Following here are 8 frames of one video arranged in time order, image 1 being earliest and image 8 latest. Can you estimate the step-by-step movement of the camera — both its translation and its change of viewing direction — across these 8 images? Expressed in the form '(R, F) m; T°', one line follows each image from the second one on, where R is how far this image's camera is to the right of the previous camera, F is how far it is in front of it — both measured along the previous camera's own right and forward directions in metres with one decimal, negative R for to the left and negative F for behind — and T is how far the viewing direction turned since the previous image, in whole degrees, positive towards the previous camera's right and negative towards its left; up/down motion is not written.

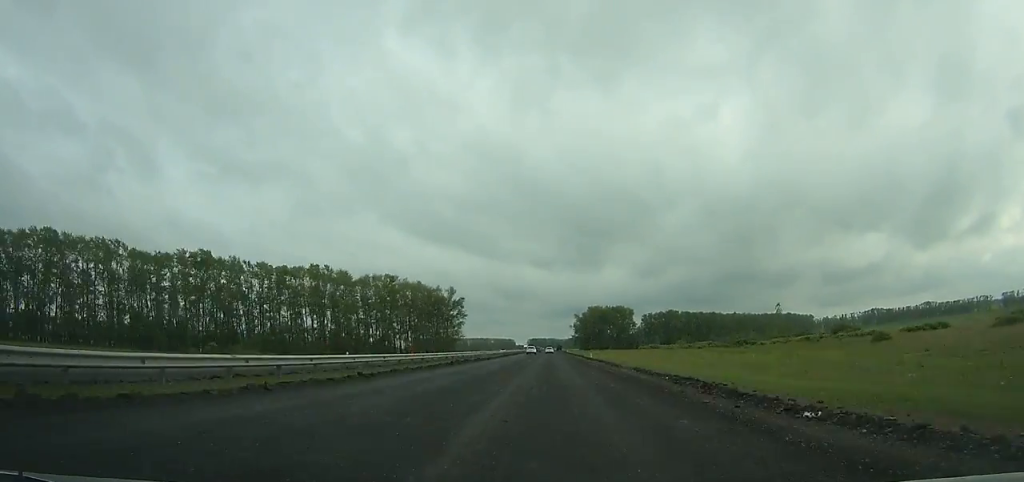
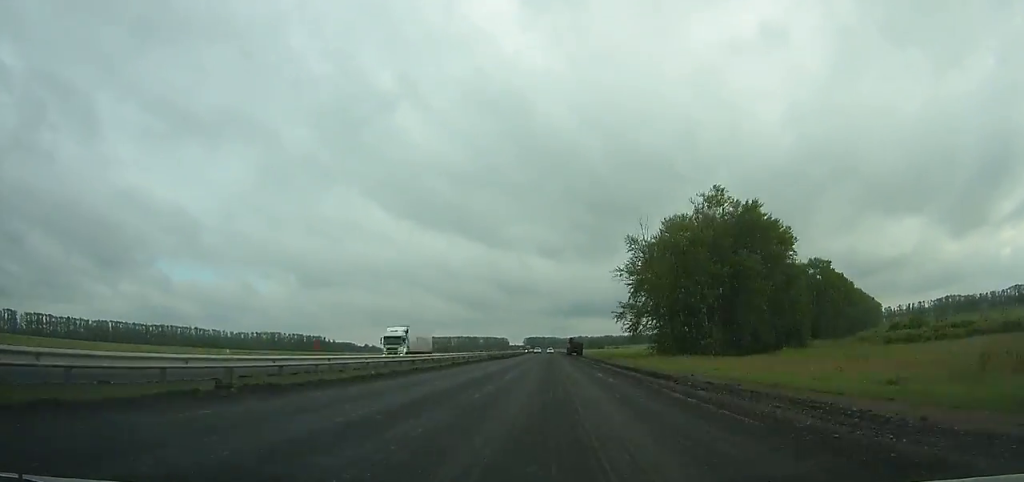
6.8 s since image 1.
(0.0, +211.0) m; 0°
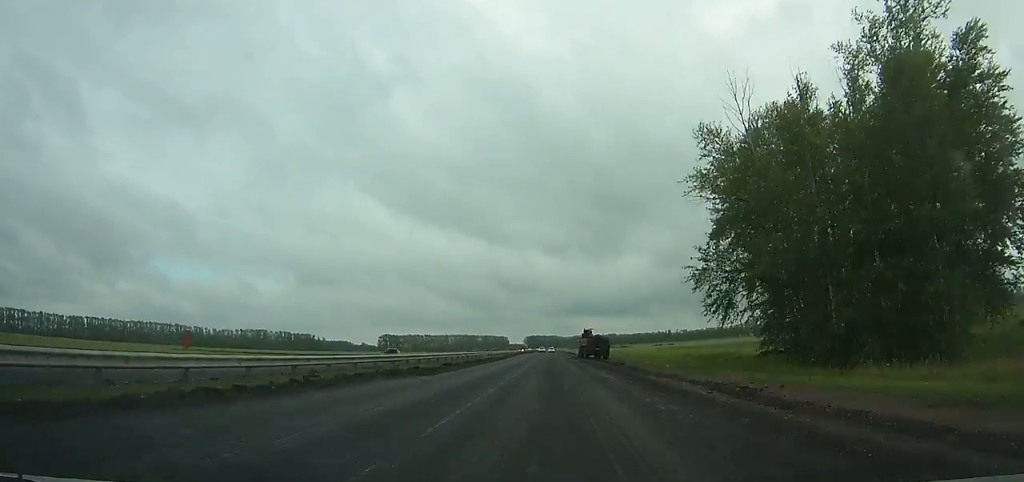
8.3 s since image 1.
(0.0, +46.1) m; 0°
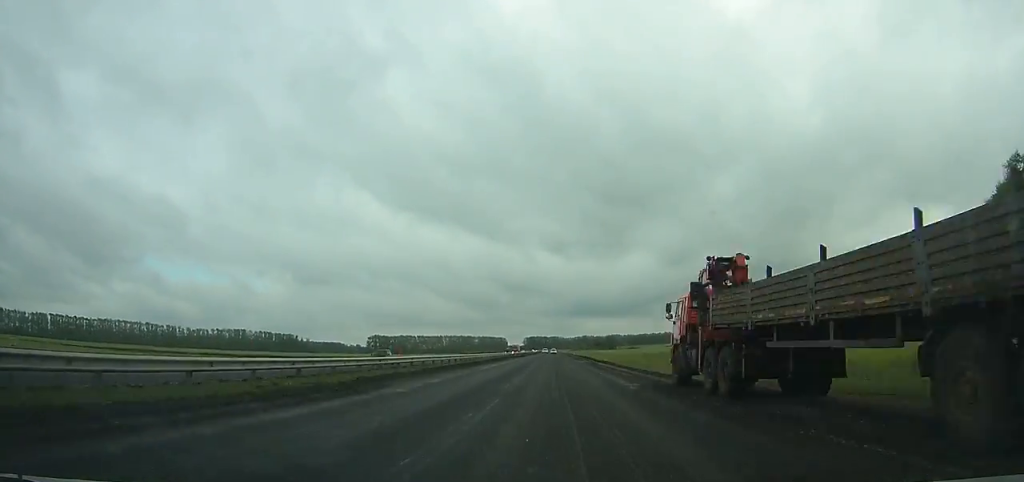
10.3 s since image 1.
(0.0, +61.3) m; 0°
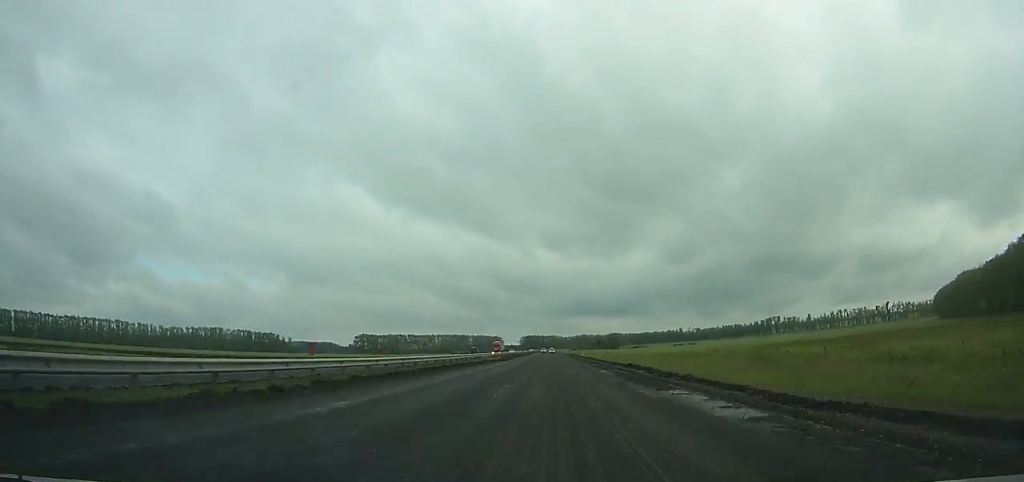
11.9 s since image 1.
(+0.1, +48.8) m; 0°
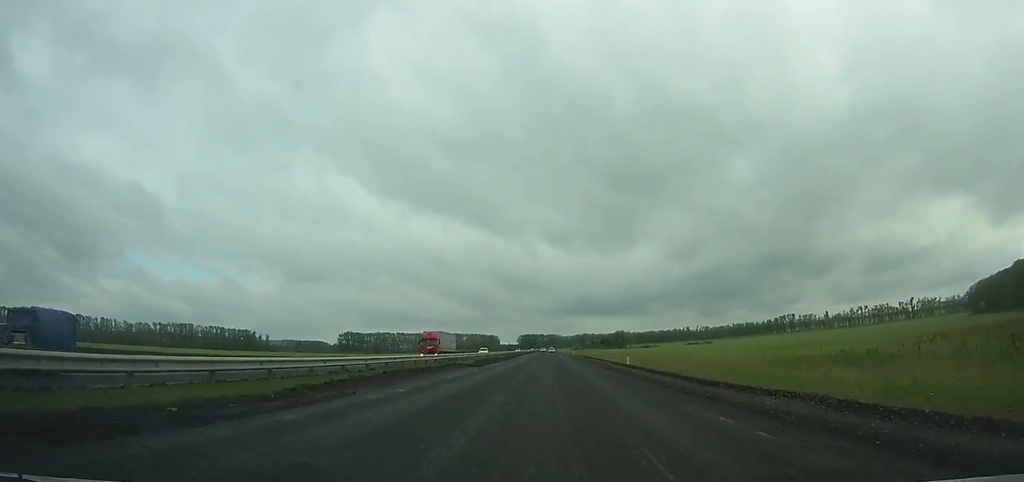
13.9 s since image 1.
(+0.1, +60.8) m; 0°
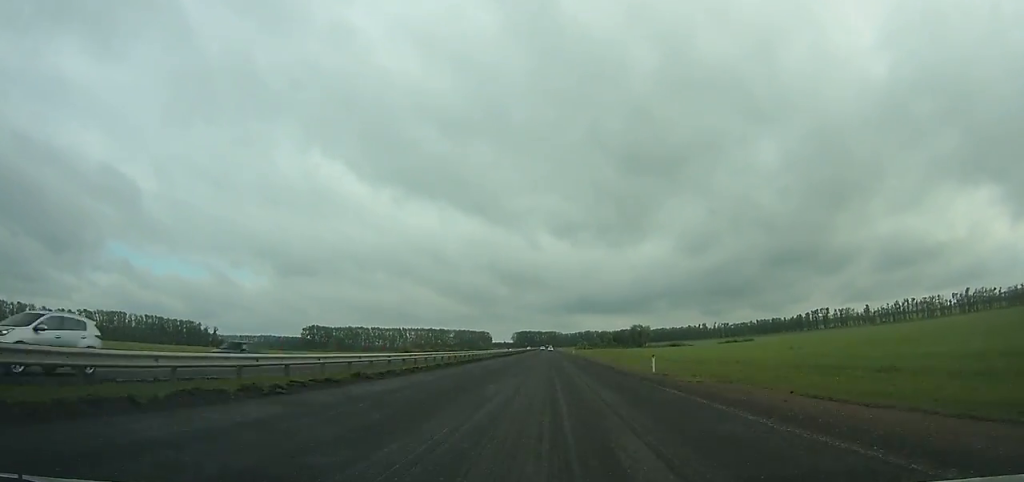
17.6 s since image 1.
(0.0, +111.8) m; 0°
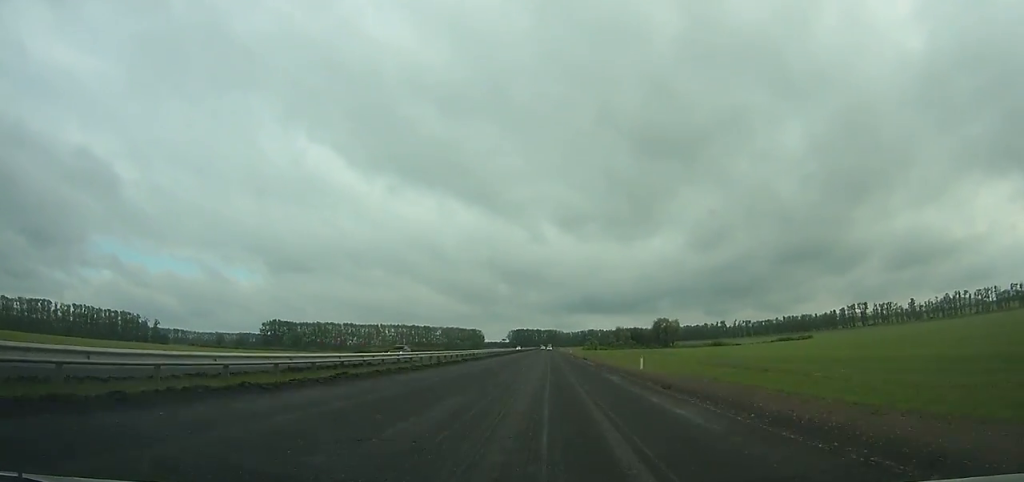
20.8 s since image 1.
(+0.1, +96.0) m; 0°
